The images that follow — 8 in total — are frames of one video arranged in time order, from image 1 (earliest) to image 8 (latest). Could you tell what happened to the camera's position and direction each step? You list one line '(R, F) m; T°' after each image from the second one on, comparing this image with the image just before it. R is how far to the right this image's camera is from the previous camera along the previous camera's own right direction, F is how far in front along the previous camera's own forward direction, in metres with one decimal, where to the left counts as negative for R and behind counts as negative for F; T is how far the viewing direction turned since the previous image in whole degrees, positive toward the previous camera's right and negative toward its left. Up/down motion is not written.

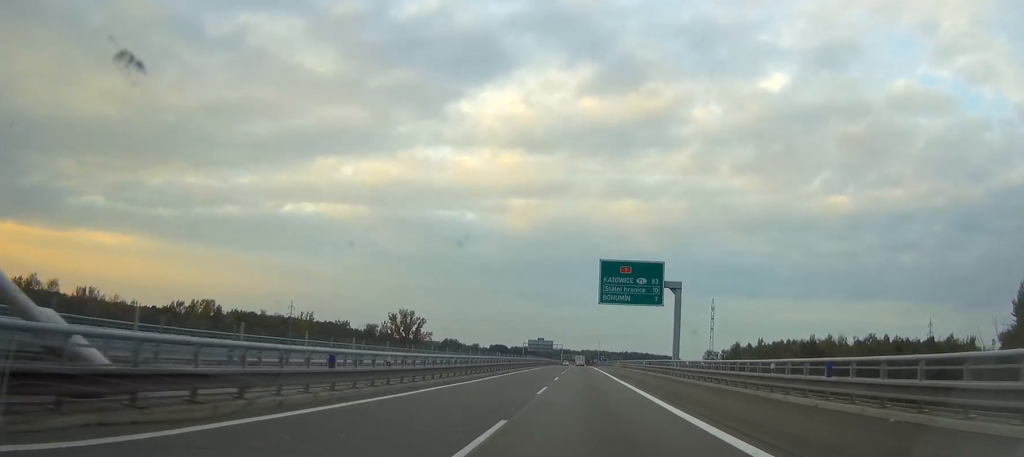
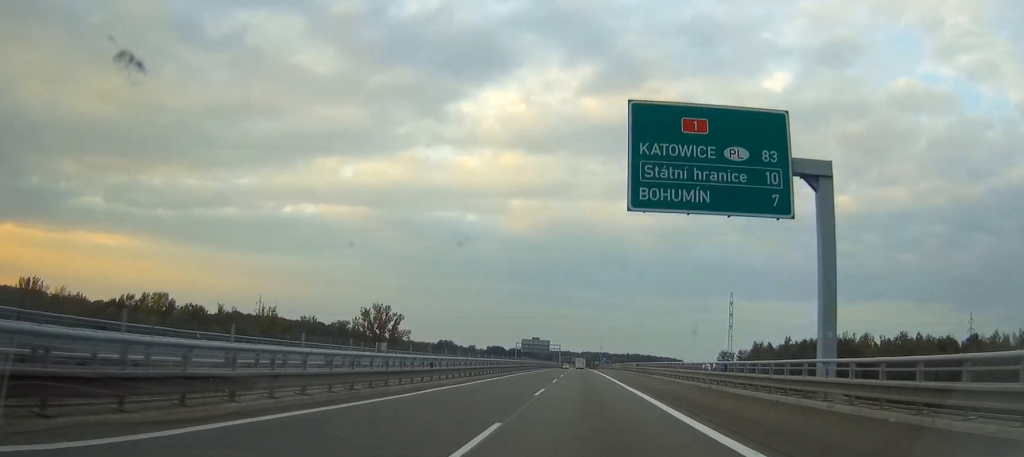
(-0.1, +35.4) m; 0°
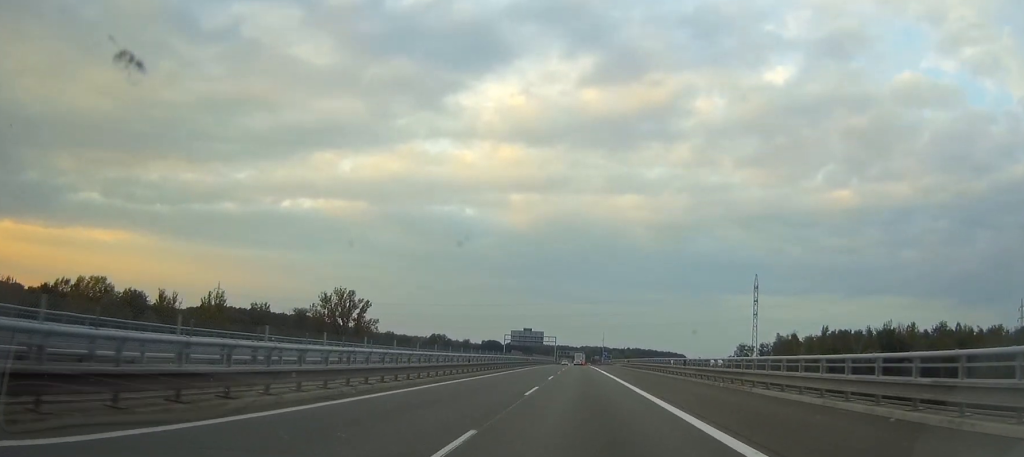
(0.0, +38.4) m; 0°
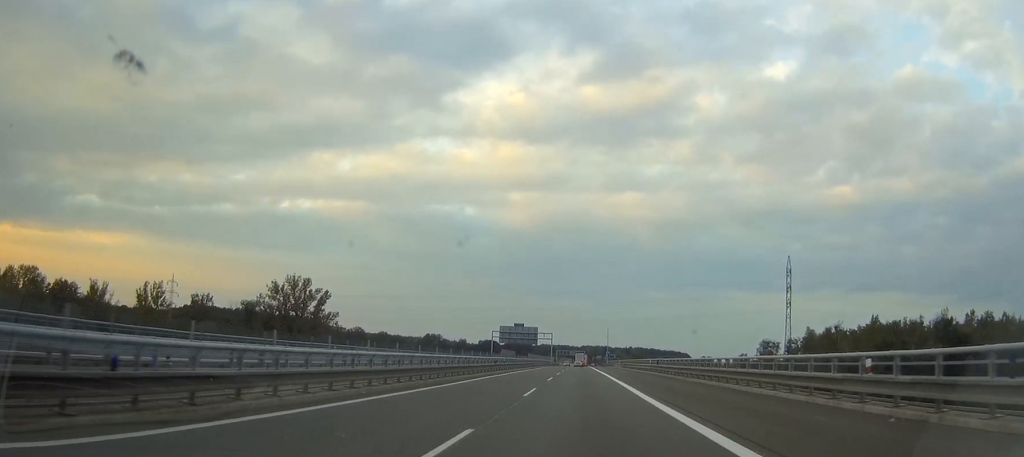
(0.0, +36.8) m; 0°
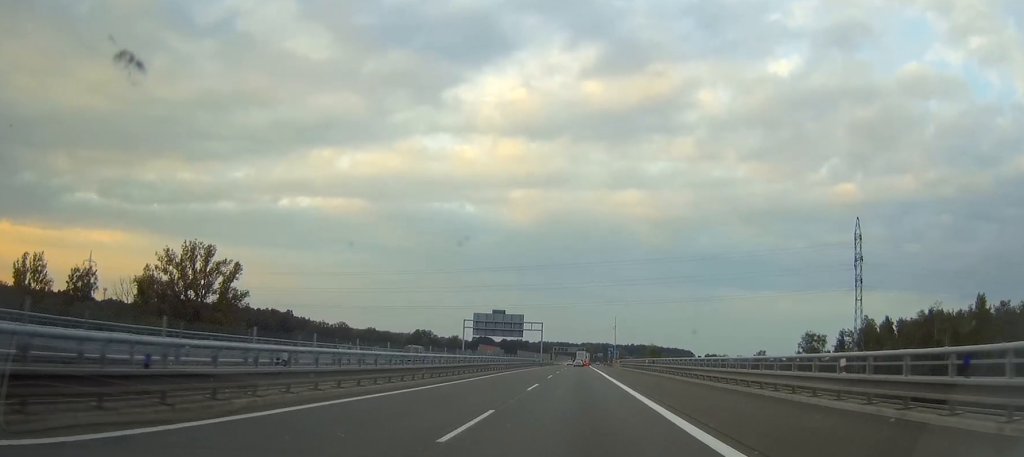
(0.0, +50.4) m; 0°
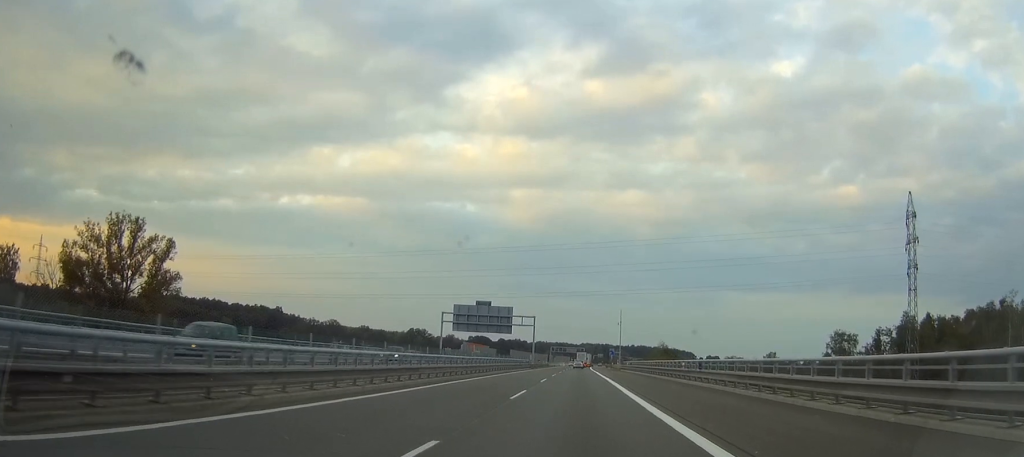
(+0.1, +24.6) m; 0°
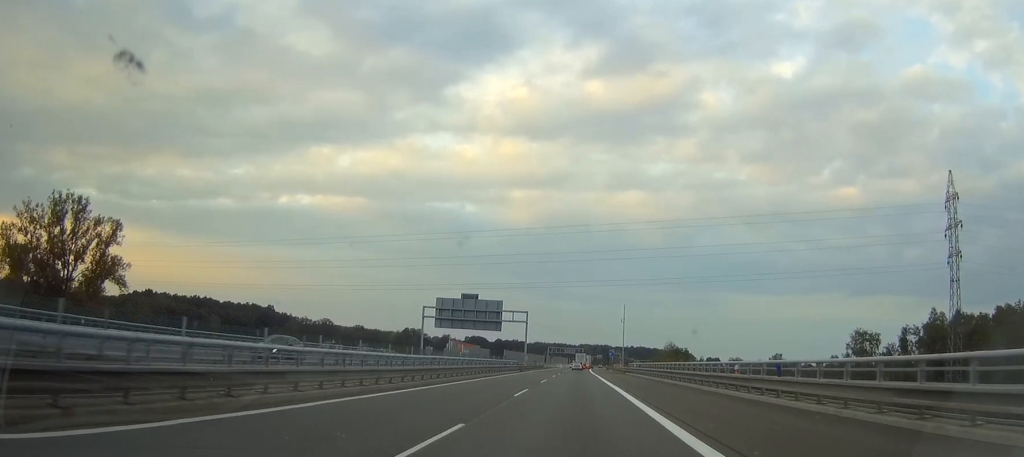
(0.0, +14.9) m; 0°
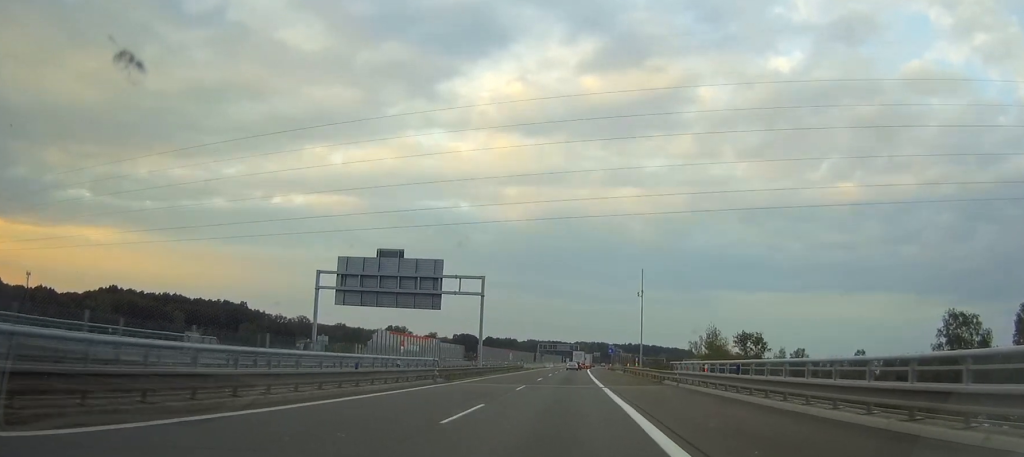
(+0.2, +46.5) m; 0°
